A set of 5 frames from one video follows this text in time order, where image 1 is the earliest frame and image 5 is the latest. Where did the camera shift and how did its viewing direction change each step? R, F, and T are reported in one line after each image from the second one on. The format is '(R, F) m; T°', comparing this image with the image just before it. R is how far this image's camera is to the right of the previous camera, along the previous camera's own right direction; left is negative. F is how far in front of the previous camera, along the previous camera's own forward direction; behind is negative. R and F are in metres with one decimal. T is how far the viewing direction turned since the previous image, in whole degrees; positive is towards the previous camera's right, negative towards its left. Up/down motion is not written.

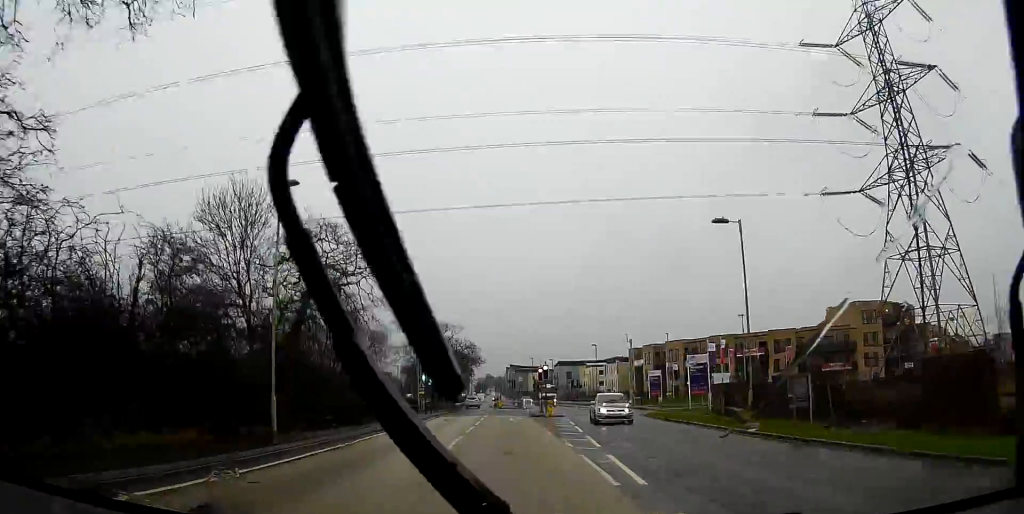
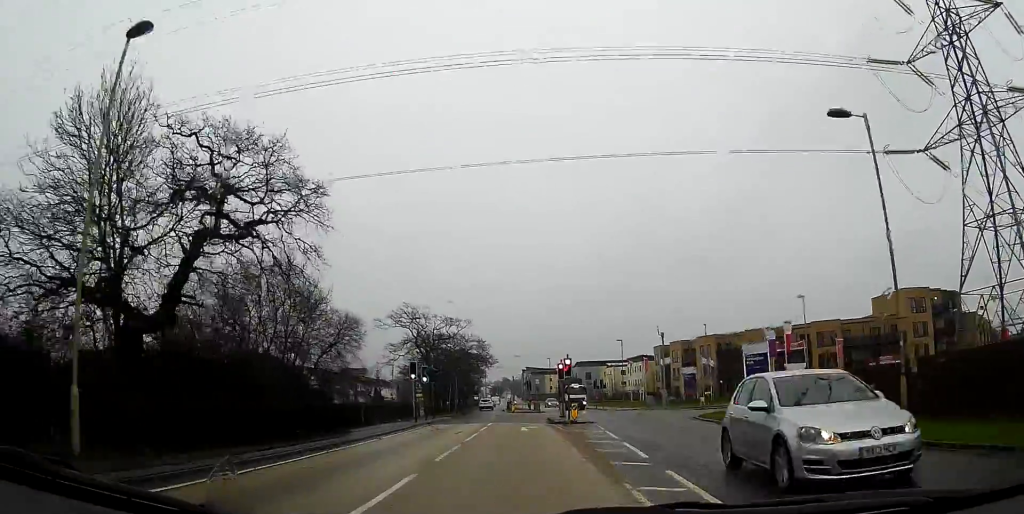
(-0.3, +10.1) m; -1°
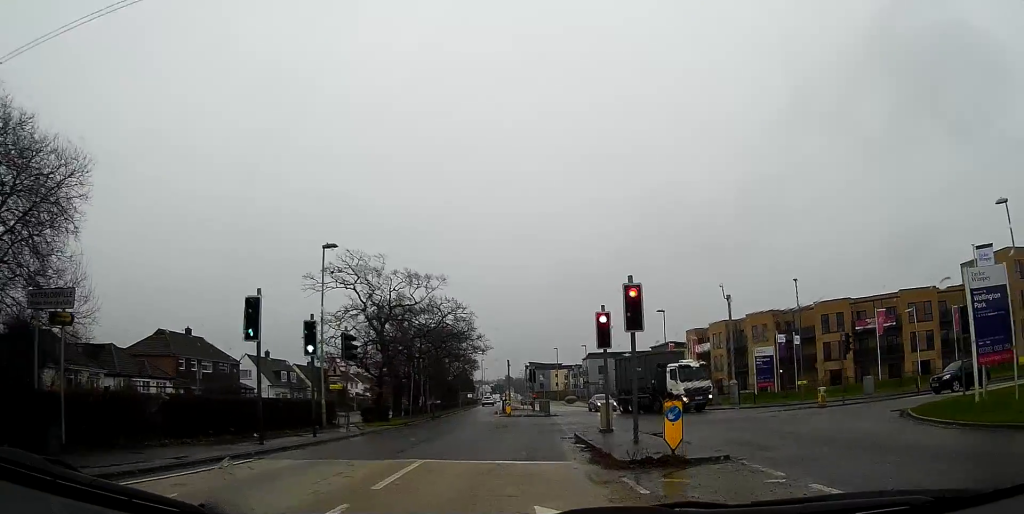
(0.0, +24.9) m; -3°
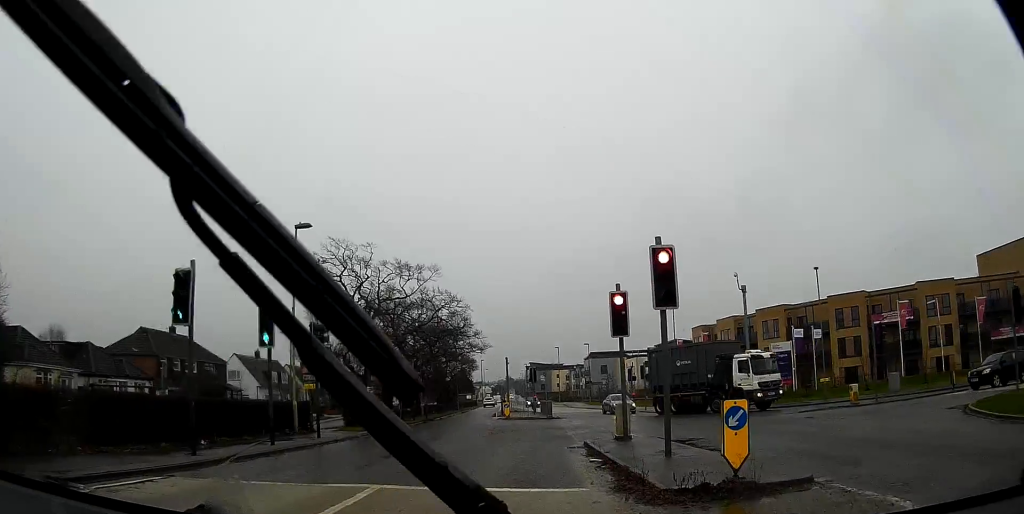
(0.0, +4.3) m; -1°
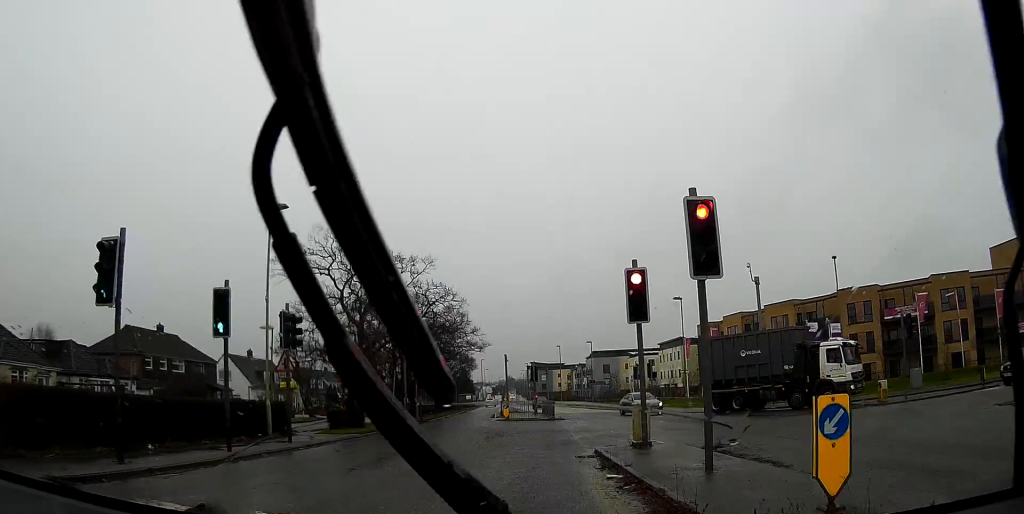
(0.0, +3.9) m; -1°
